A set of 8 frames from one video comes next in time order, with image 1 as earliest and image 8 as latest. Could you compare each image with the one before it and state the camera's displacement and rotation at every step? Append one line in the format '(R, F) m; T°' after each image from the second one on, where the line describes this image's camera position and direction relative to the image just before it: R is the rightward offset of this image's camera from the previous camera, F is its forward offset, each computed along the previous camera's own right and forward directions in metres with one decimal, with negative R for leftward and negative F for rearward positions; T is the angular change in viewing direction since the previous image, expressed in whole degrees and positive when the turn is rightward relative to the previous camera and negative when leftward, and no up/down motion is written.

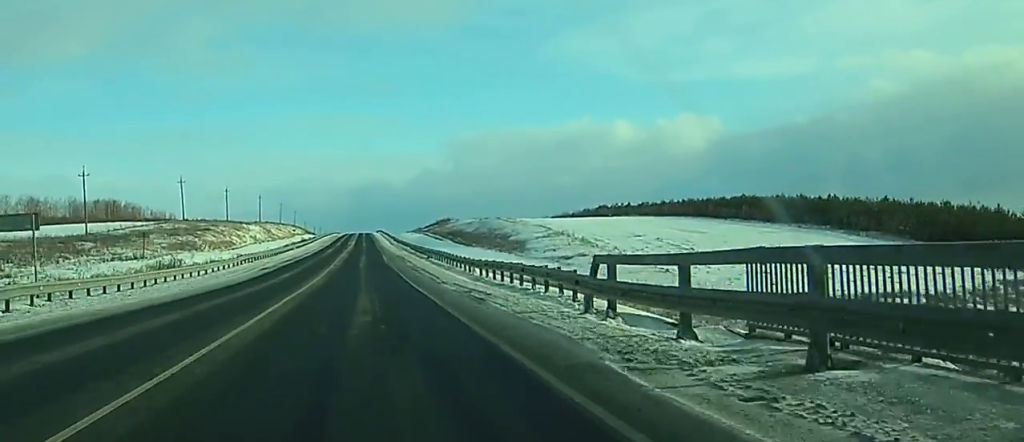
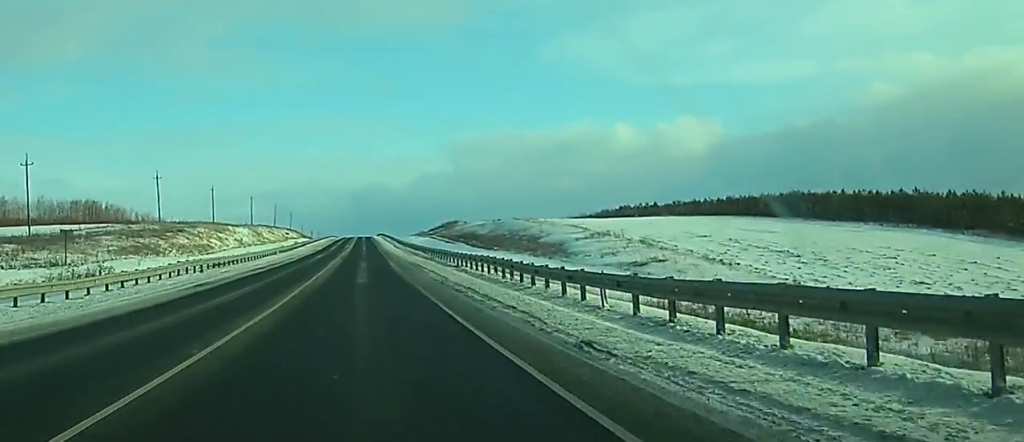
(0.0, +21.6) m; 0°
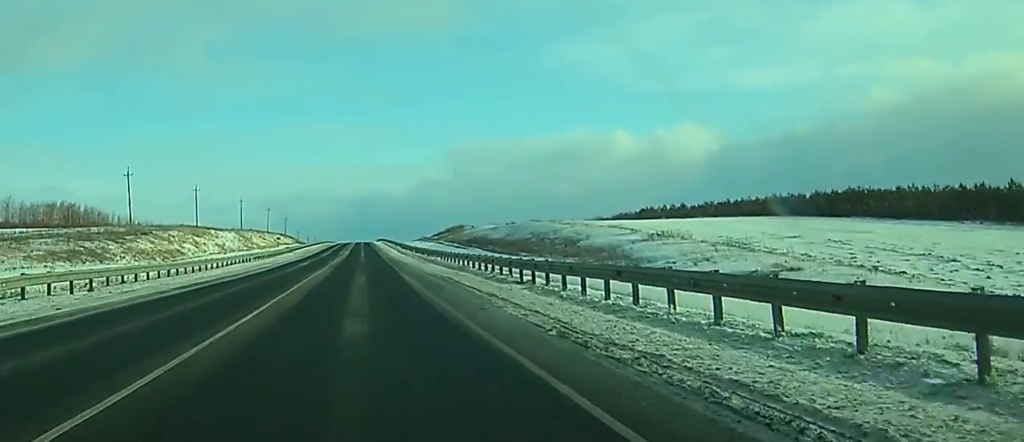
(0.0, +19.6) m; 0°
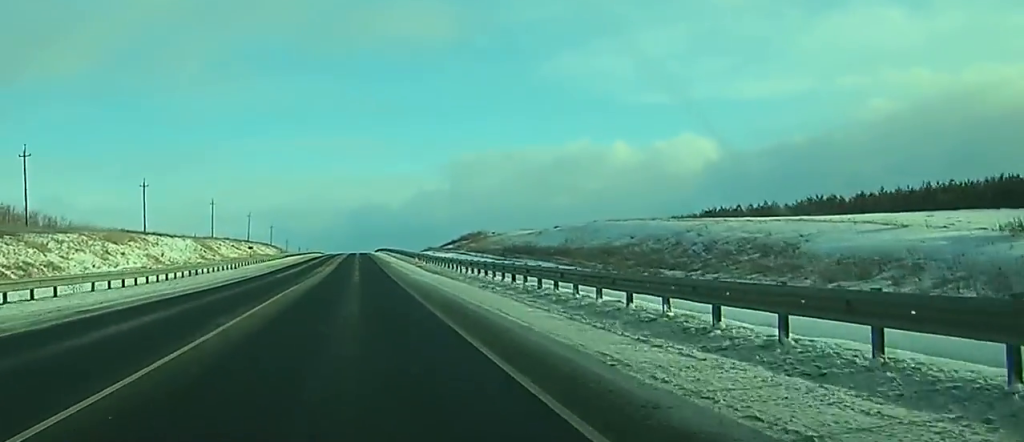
(+0.2, +43.9) m; 0°
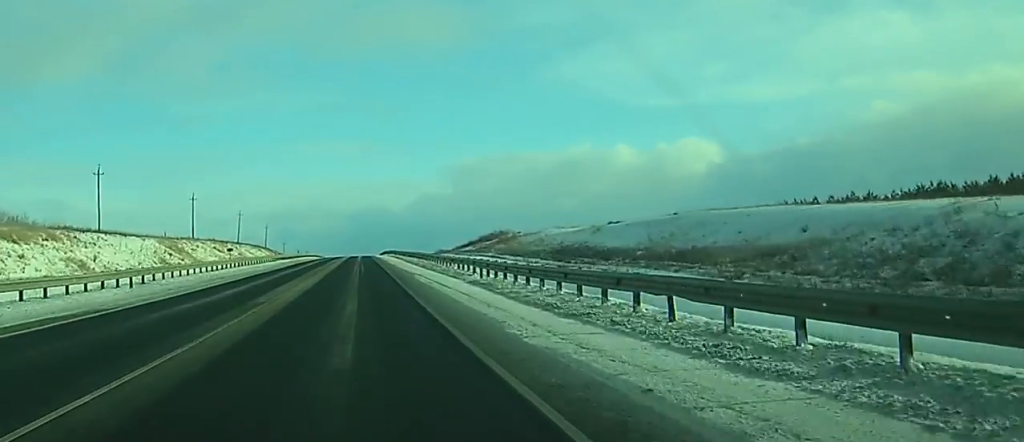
(0.0, +28.2) m; 0°
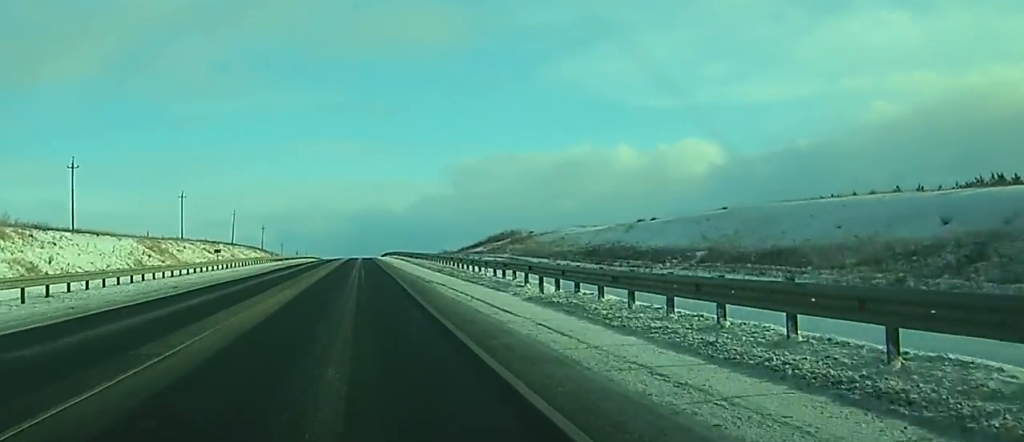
(0.0, +11.6) m; 0°
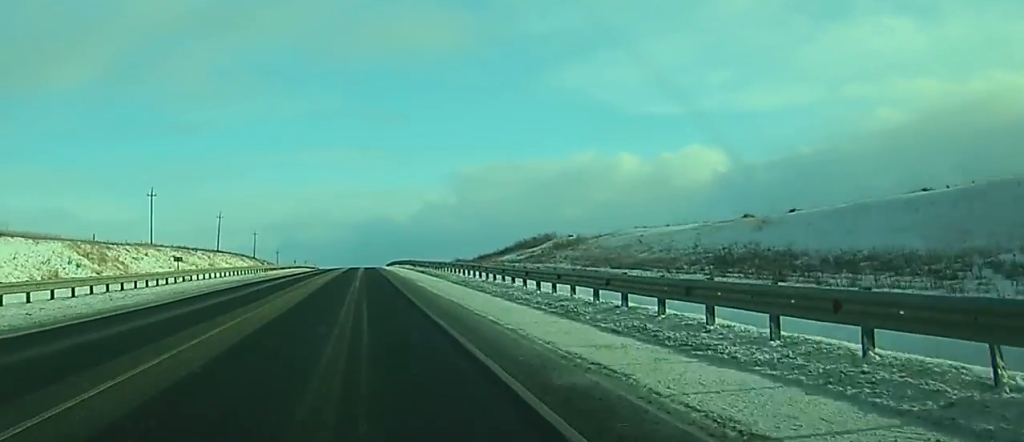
(+0.1, +27.1) m; 0°
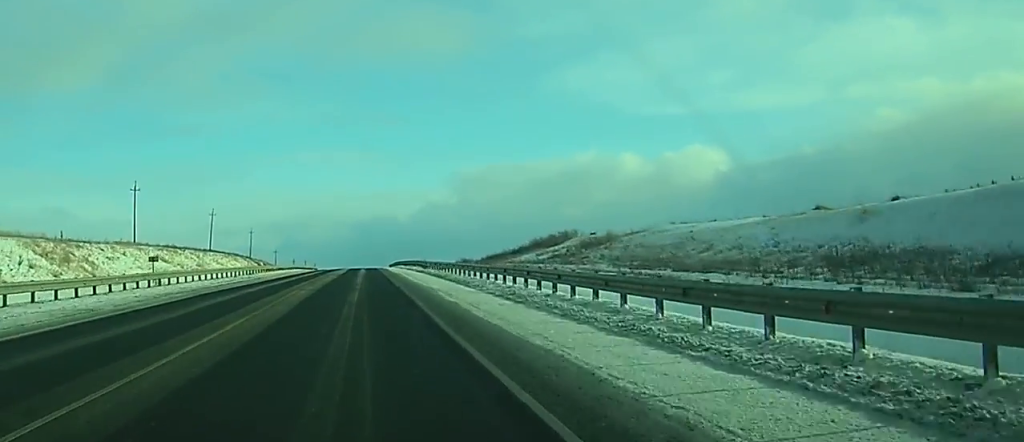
(0.0, +11.6) m; 0°
